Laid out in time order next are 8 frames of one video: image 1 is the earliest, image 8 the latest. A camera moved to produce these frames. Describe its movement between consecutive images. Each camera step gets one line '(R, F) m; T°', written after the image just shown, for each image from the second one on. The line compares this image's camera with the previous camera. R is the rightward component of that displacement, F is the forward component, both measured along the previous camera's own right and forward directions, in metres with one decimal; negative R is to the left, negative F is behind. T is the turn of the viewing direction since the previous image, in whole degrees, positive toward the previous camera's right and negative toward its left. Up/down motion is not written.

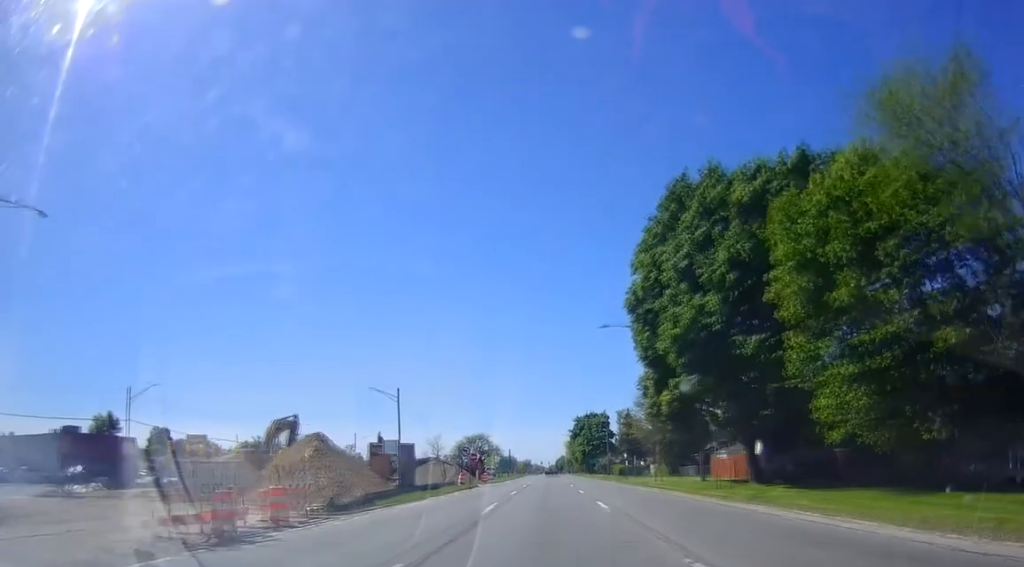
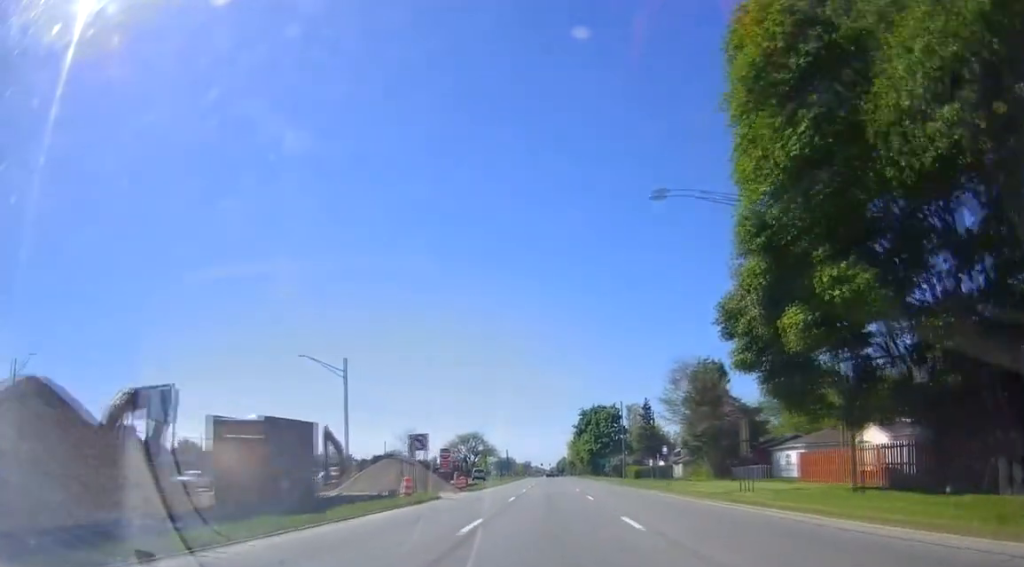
(-0.5, +21.8) m; 0°
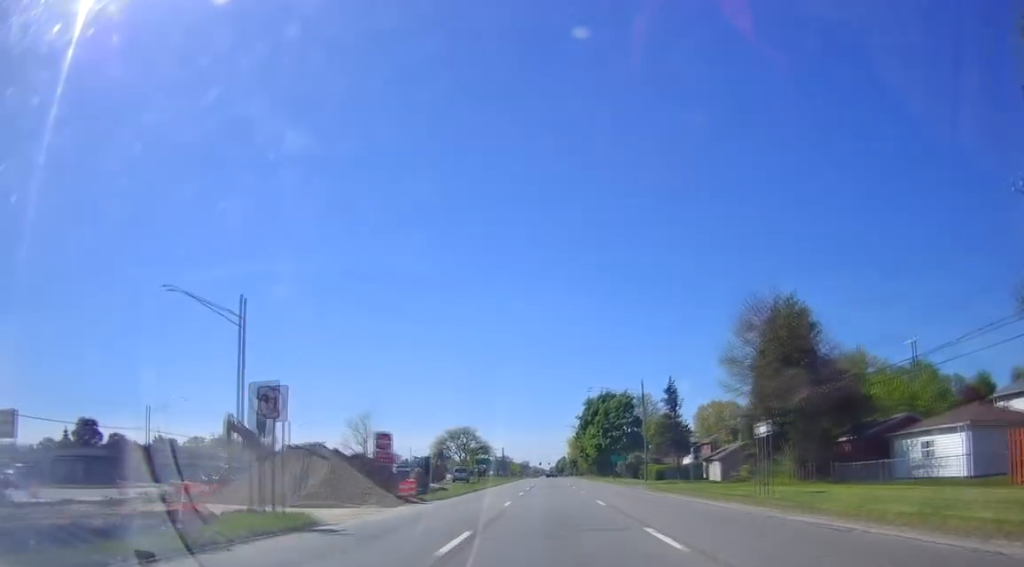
(+0.6, +20.7) m; +1°
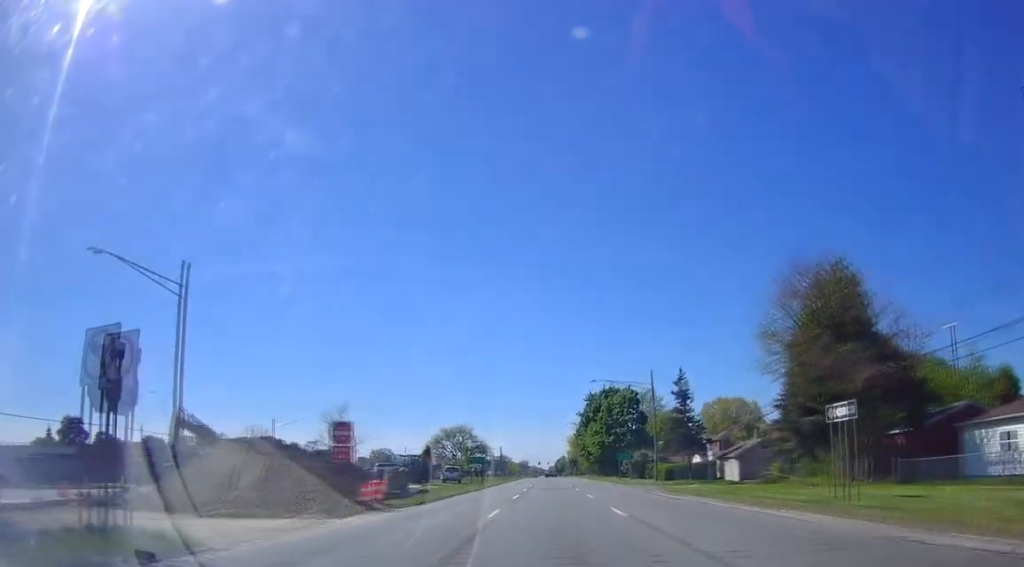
(+0.2, +6.9) m; -1°
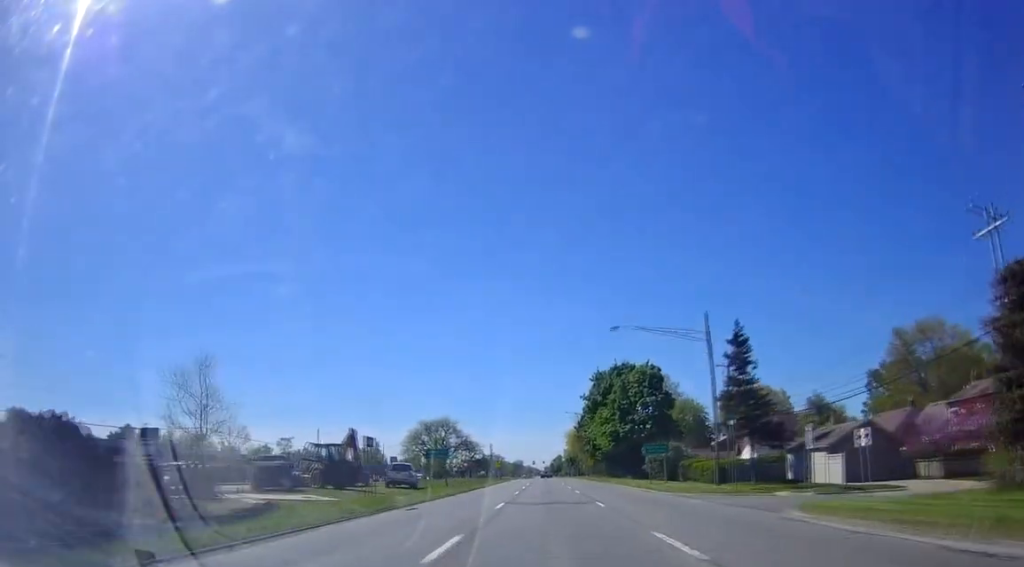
(-0.7, +23.4) m; 0°
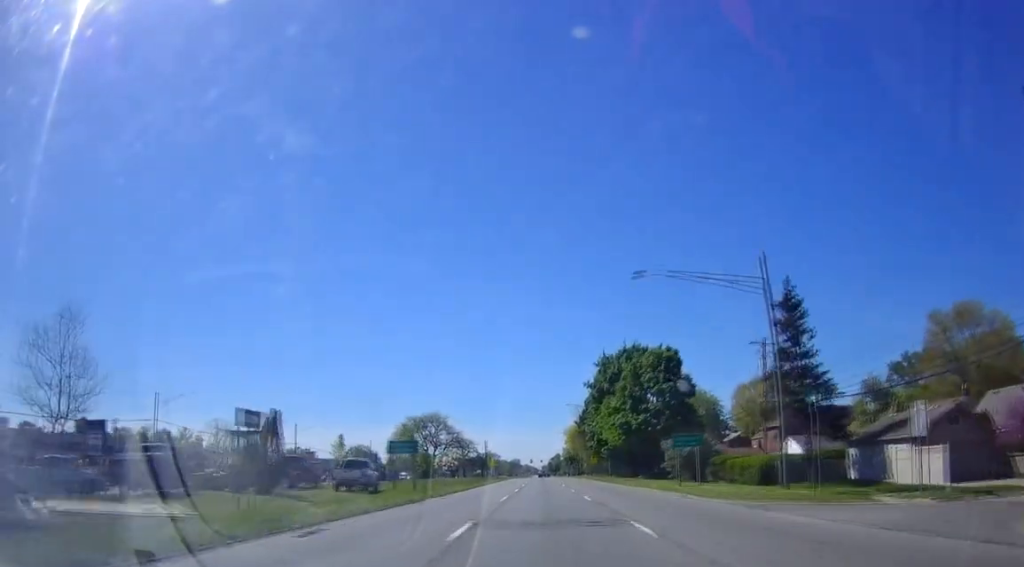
(+0.4, +11.5) m; +2°
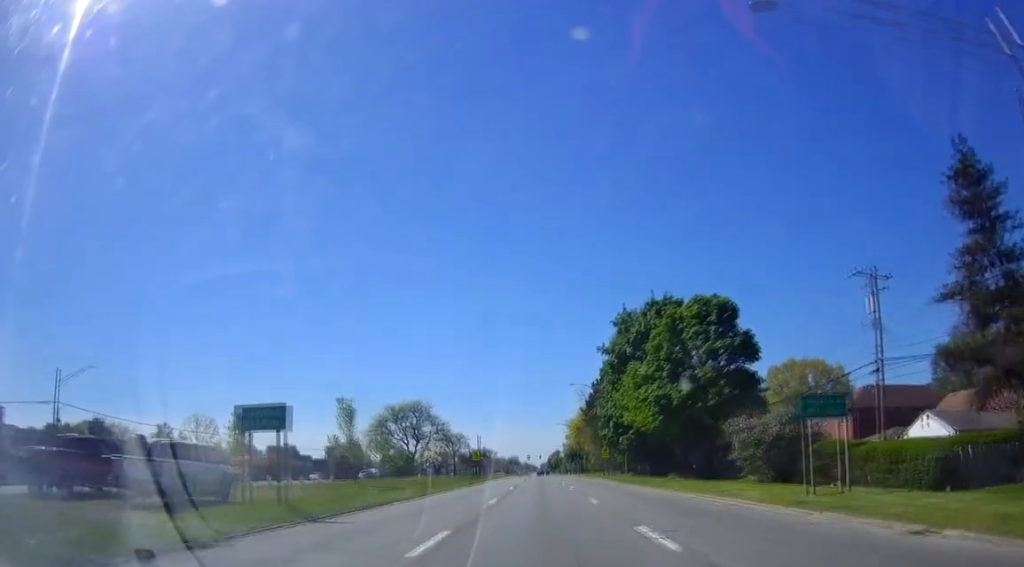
(+0.1, +19.5) m; -1°
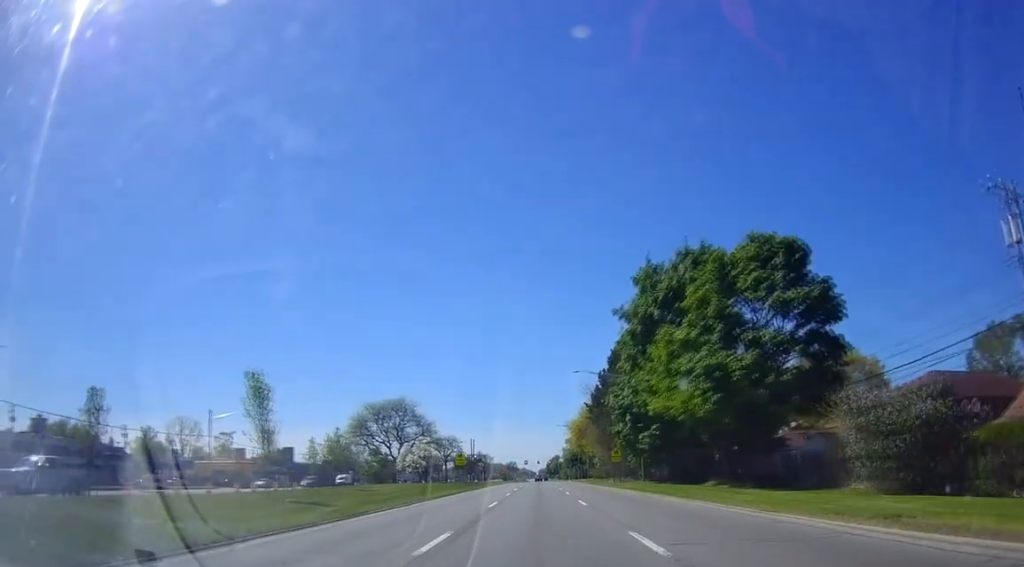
(-0.3, +13.2) m; 0°
